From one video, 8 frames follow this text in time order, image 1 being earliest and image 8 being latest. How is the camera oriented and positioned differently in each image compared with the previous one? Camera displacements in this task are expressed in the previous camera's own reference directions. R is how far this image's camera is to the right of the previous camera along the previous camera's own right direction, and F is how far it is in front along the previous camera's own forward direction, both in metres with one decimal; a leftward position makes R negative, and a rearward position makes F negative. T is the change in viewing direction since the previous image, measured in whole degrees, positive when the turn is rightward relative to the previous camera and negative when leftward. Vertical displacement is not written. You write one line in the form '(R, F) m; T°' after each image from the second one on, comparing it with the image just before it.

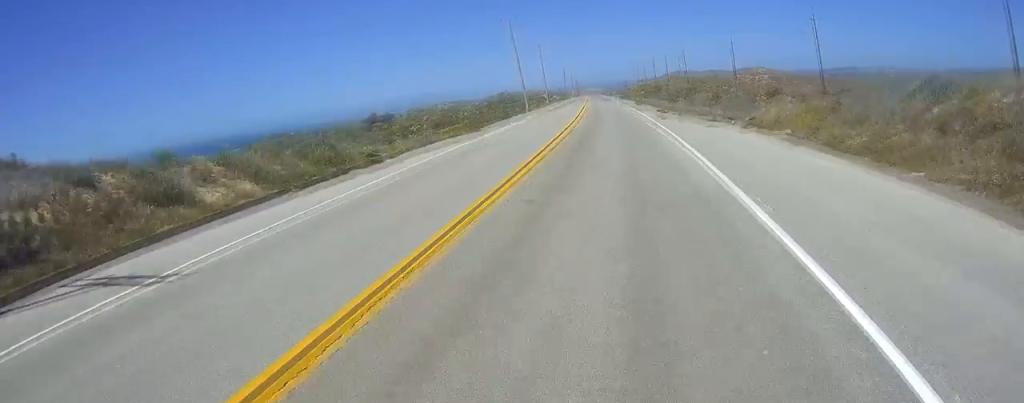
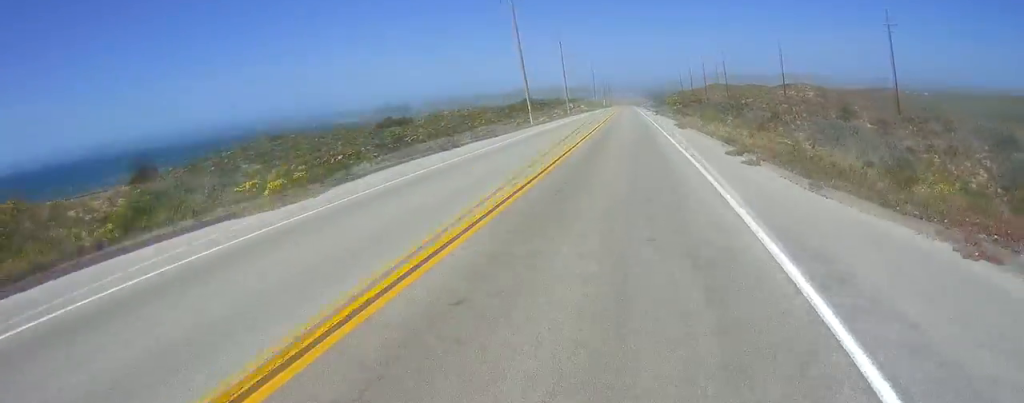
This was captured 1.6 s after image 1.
(-0.2, +23.2) m; -12°
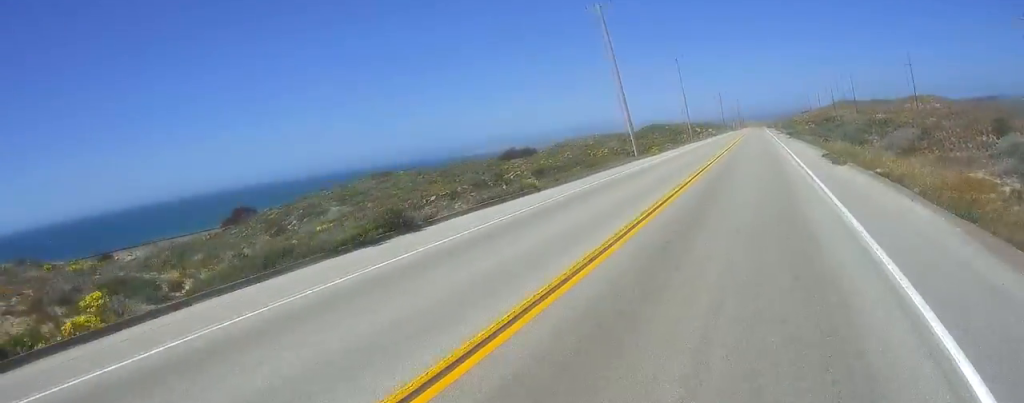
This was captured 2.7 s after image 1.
(-3.3, +15.6) m; -12°
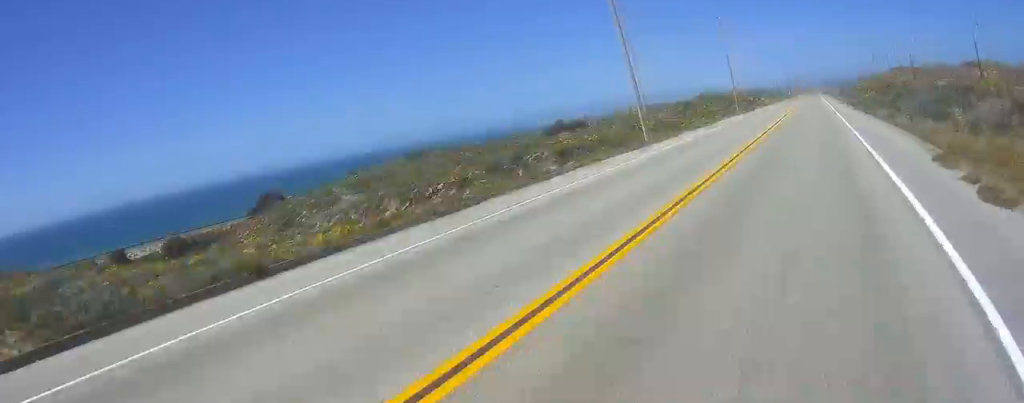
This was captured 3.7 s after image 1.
(+0.2, +15.3) m; +7°
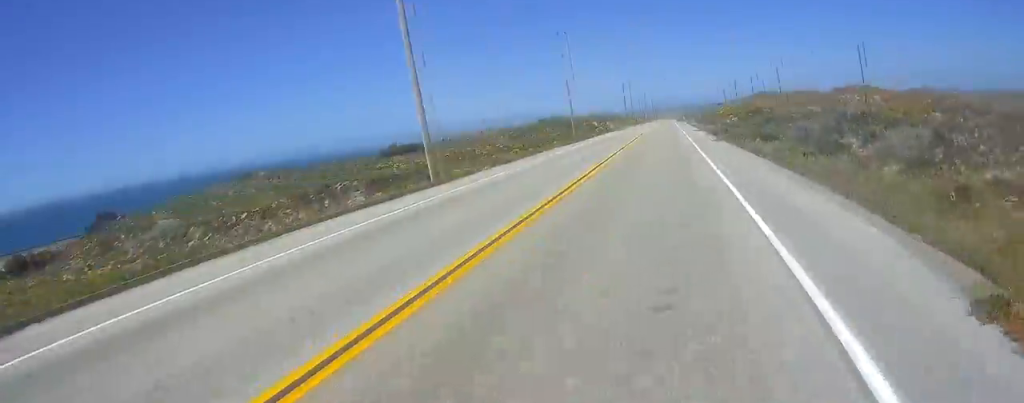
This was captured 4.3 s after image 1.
(+1.0, +9.5) m; +4°
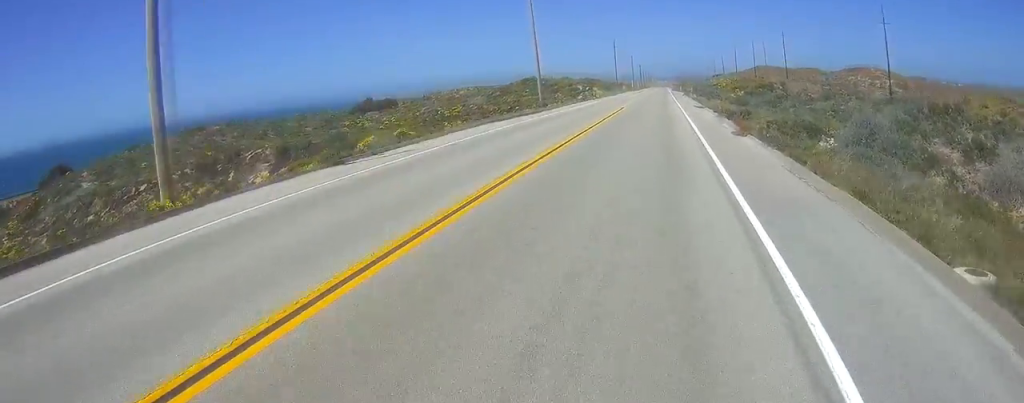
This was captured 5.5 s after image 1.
(+0.4, +17.1) m; +1°
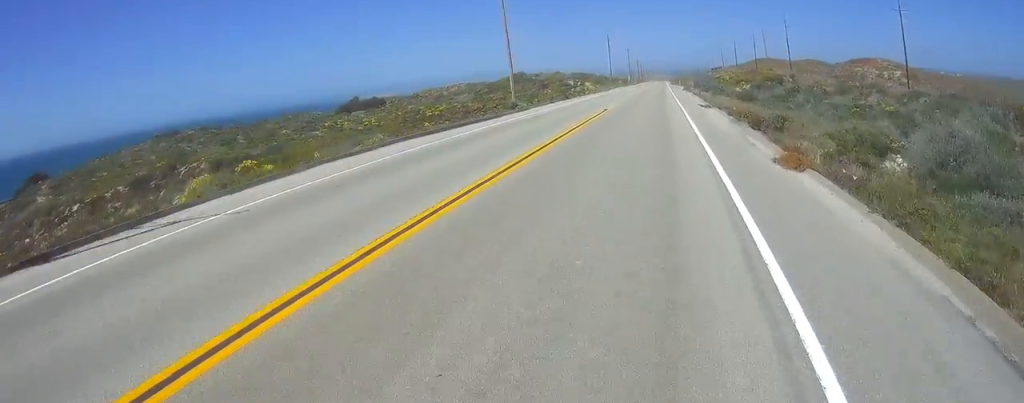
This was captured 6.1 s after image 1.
(0.0, +10.2) m; 0°
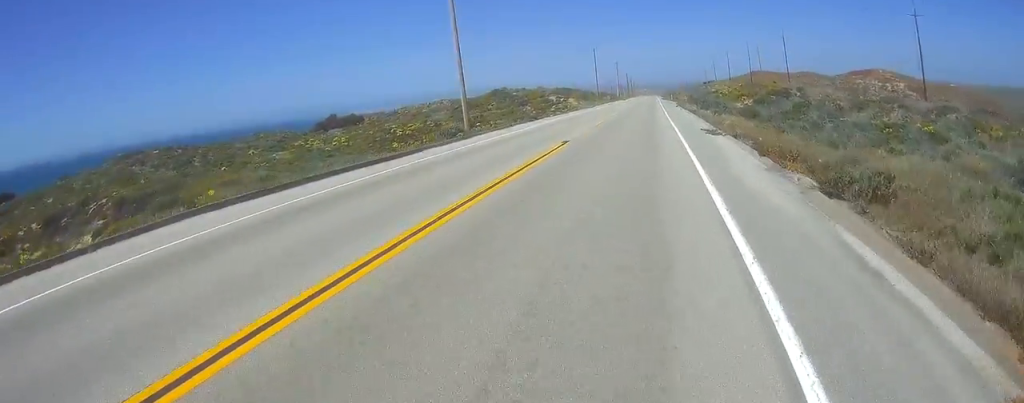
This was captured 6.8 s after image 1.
(0.0, +10.9) m; 0°
